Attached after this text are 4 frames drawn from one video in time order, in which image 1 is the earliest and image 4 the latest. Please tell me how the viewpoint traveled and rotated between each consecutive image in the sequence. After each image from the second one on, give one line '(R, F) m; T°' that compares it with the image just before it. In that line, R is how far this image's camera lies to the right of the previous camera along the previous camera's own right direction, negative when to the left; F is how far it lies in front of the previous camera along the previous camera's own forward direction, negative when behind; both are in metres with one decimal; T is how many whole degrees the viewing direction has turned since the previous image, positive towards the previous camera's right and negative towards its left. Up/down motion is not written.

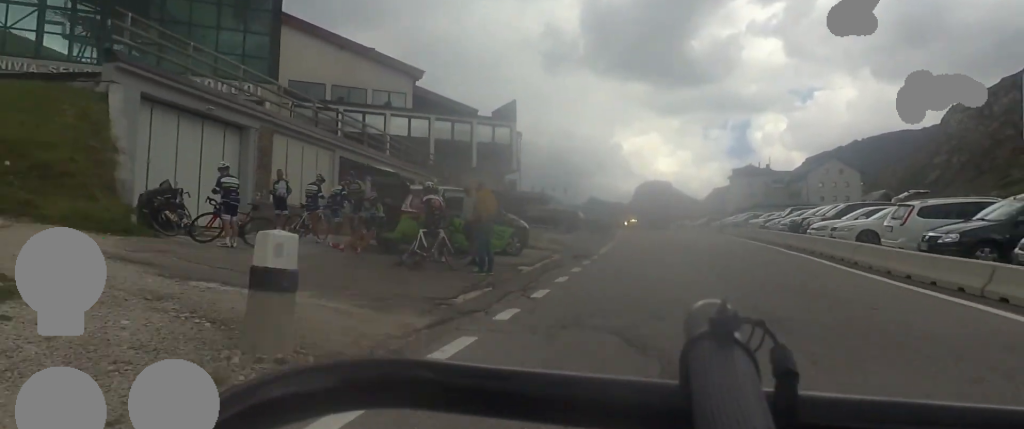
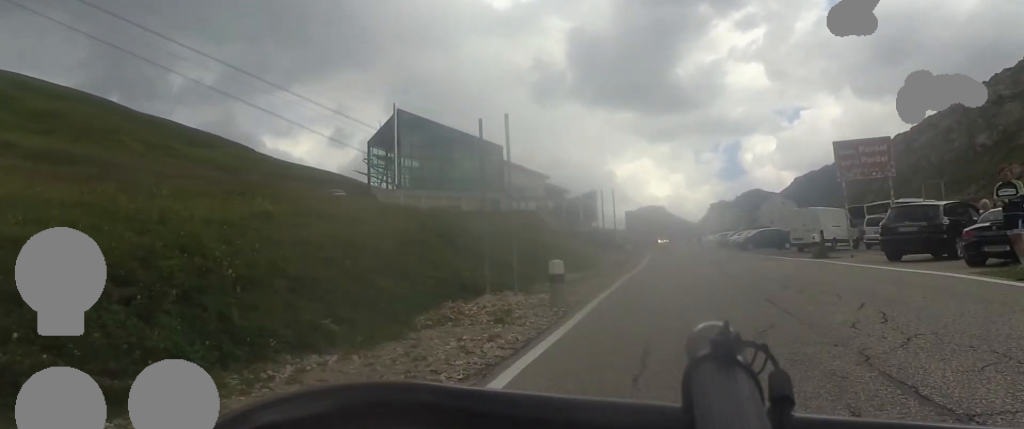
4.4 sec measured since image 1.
(+4.7, +55.2) m; +8°
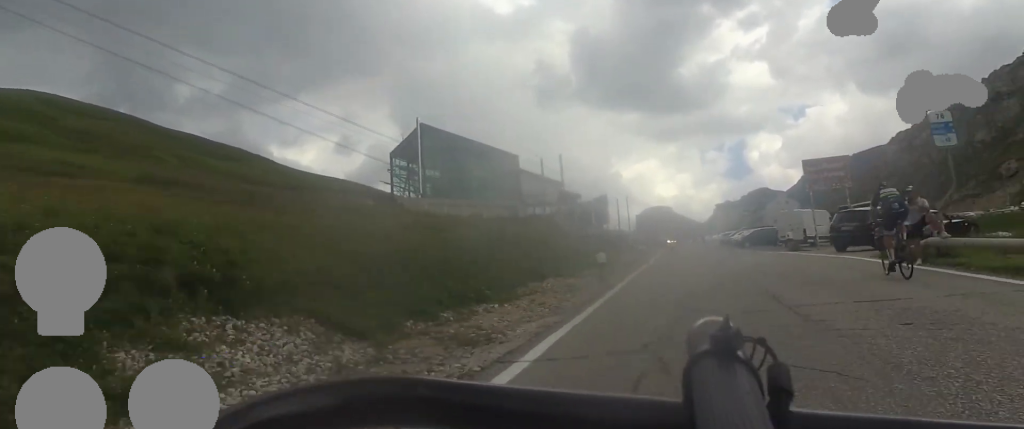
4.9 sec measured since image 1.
(-0.8, +6.7) m; -3°
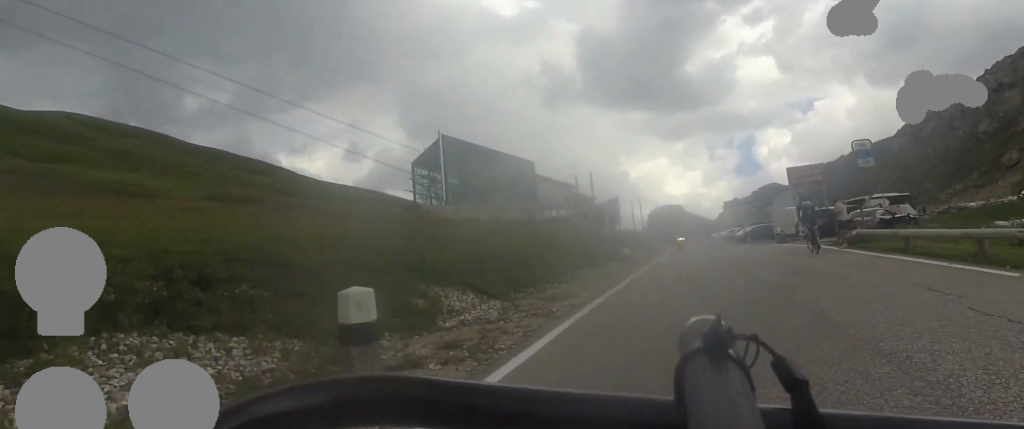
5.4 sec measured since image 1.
(-0.4, +6.3) m; -3°
